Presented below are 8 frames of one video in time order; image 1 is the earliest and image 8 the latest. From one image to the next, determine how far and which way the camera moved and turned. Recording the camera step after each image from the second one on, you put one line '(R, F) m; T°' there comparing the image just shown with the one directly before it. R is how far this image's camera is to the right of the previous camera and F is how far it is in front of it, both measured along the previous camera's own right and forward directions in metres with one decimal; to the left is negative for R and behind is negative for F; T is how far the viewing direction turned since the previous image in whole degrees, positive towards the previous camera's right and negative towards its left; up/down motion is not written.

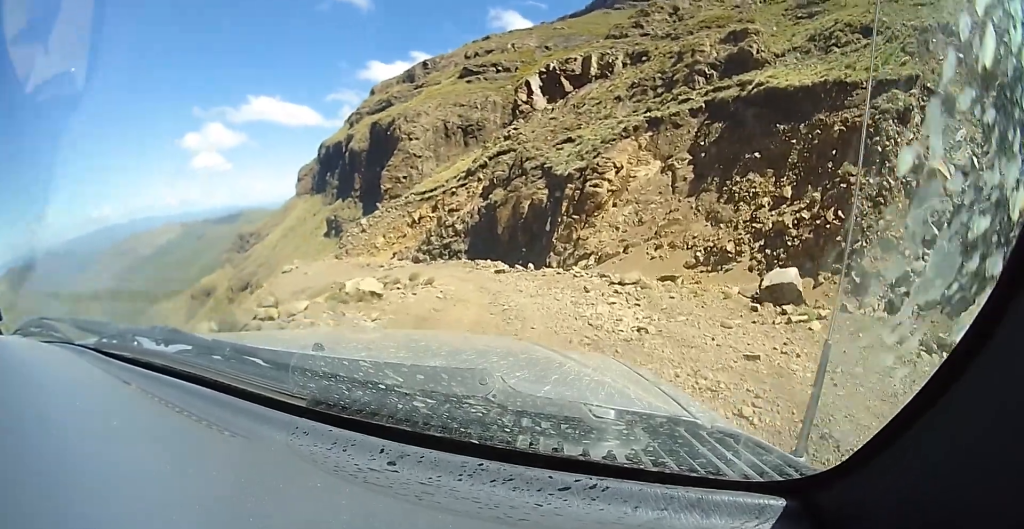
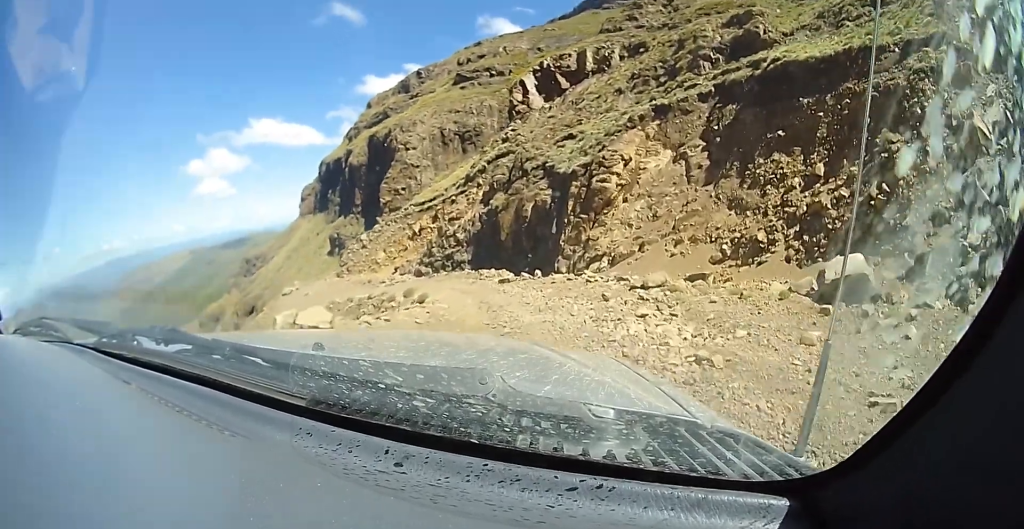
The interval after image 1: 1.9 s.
(0.0, +2.2) m; -1°
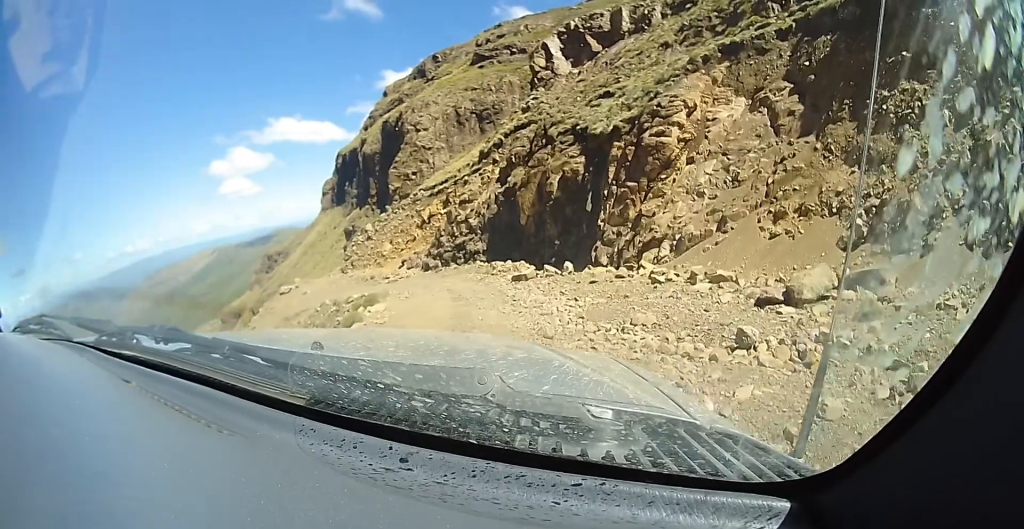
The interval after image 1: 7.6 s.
(-0.8, +6.9) m; -12°
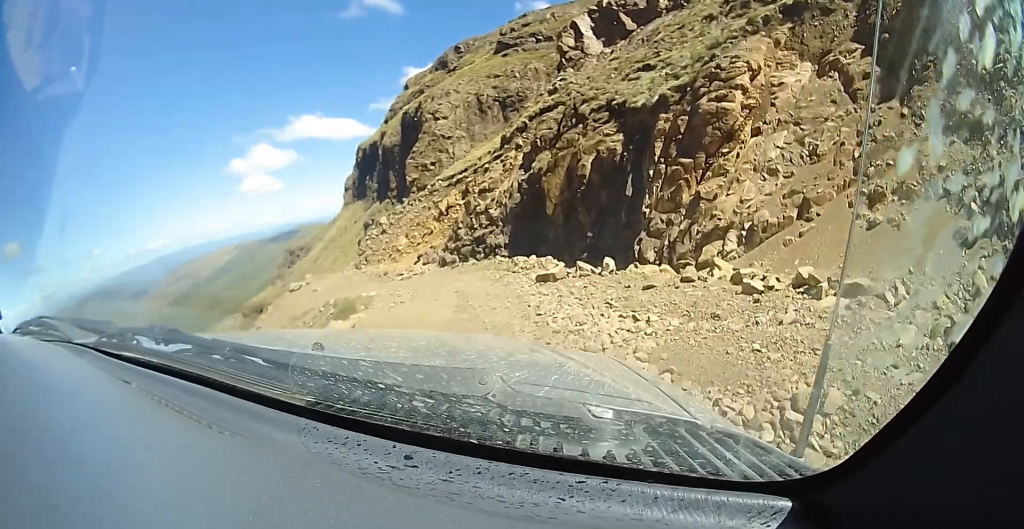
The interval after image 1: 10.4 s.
(-0.3, +3.5) m; -2°
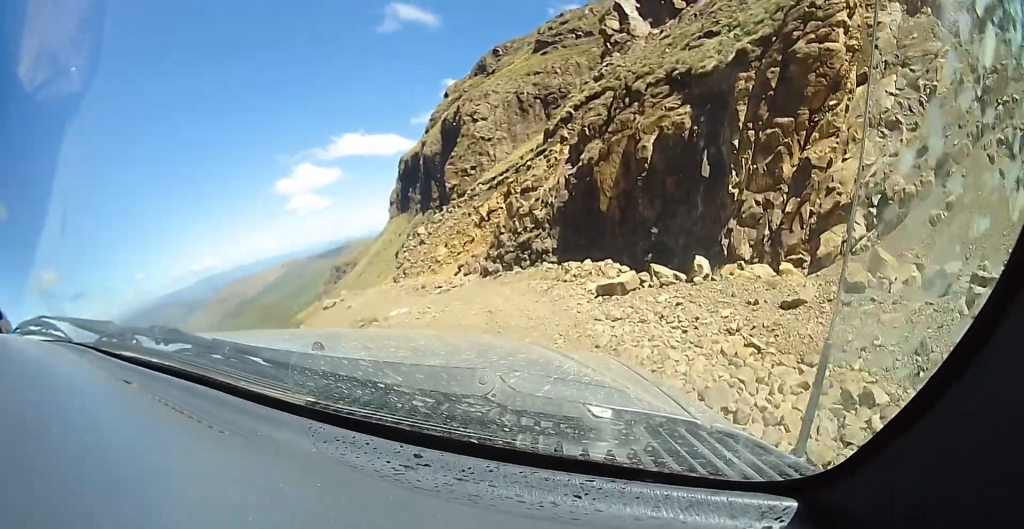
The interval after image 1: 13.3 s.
(+0.3, +3.8) m; -1°
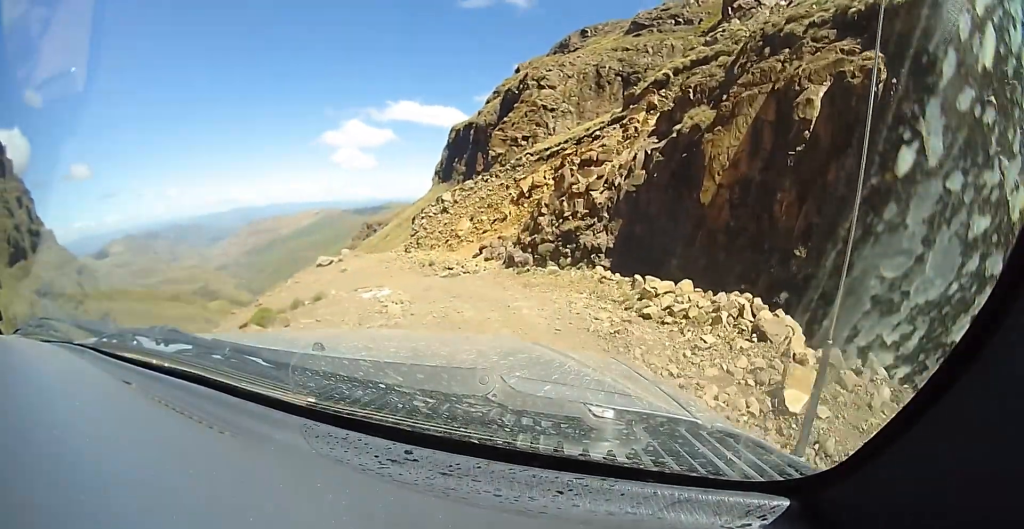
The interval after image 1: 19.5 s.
(-0.9, +8.2) m; -9°
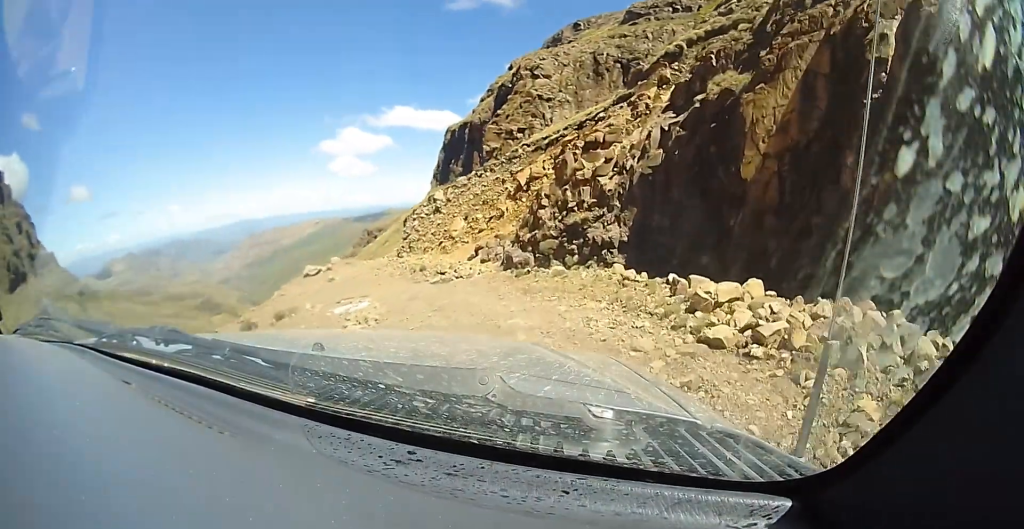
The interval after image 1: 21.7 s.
(-0.1, +3.2) m; -1°
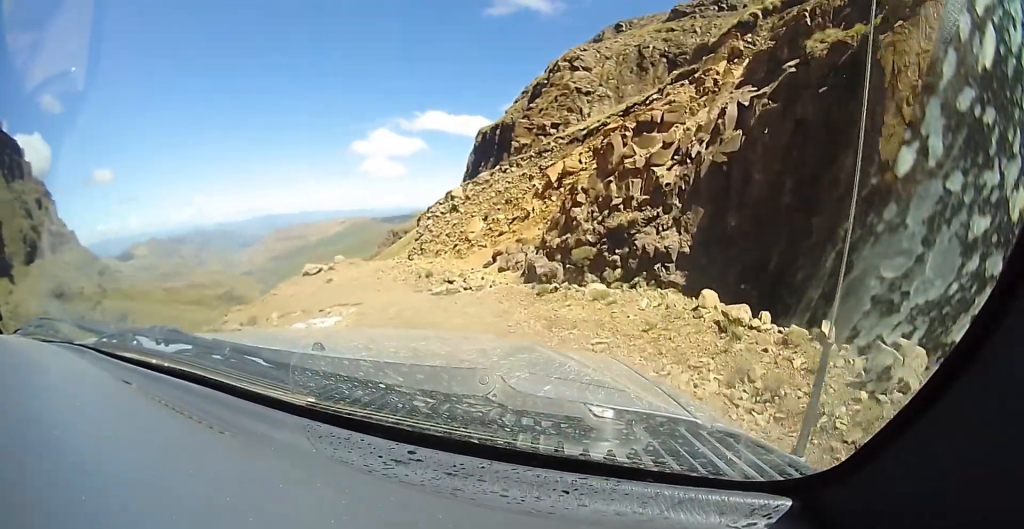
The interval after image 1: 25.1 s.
(0.0, +4.8) m; -11°
